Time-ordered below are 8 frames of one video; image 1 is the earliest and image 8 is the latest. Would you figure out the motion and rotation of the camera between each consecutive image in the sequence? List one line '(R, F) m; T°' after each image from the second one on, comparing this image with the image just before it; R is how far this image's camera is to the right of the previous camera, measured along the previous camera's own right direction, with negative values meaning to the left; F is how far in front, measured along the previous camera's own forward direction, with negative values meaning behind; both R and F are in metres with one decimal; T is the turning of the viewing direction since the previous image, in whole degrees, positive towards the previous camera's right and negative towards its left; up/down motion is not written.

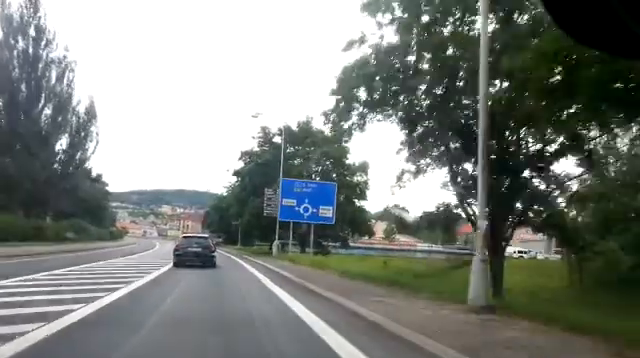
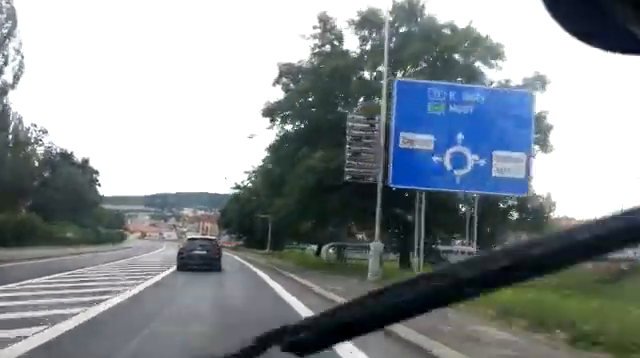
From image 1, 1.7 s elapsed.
(-0.6, +22.5) m; -3°
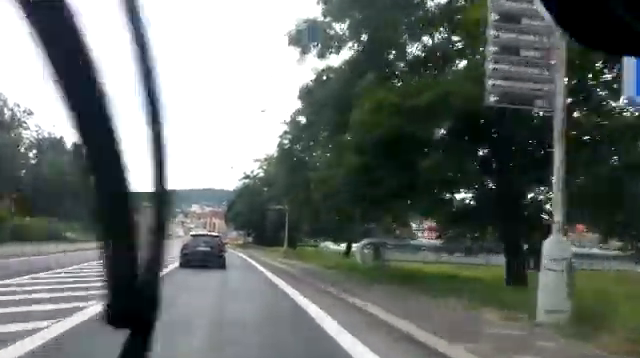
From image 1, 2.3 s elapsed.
(-0.1, +8.4) m; -1°
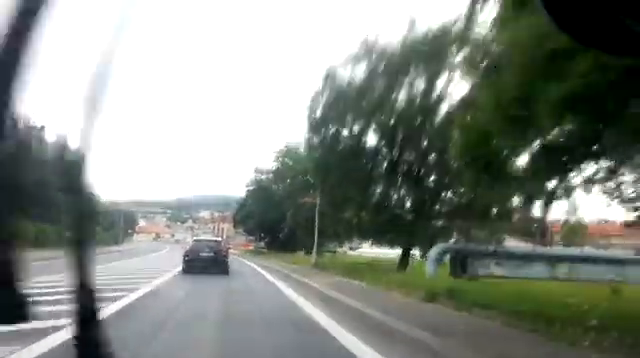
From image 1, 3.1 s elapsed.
(-0.1, +10.1) m; -1°
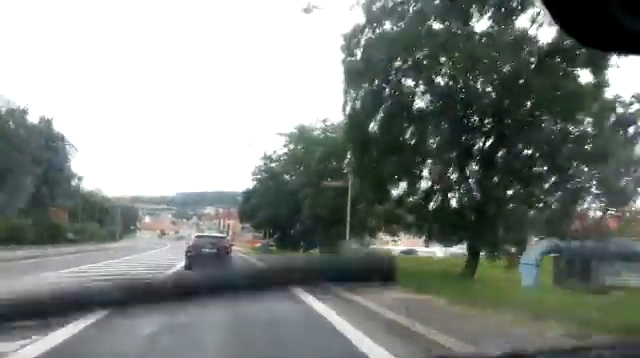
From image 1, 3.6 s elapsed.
(0.0, +6.6) m; -1°
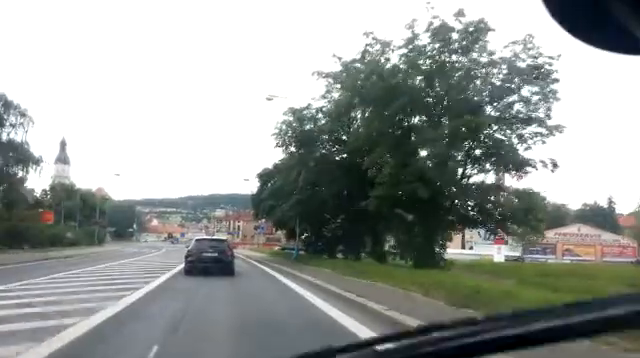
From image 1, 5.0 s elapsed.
(-0.4, +17.5) m; -2°
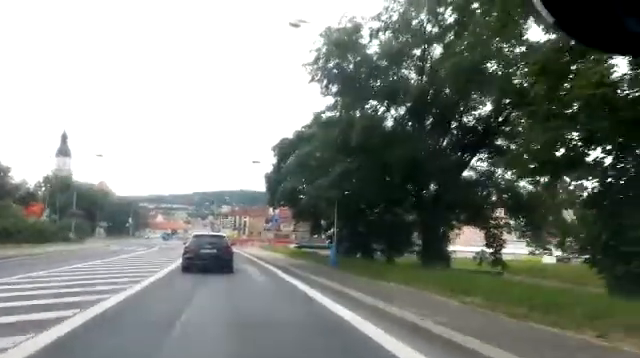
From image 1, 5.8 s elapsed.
(0.0, +10.8) m; 0°
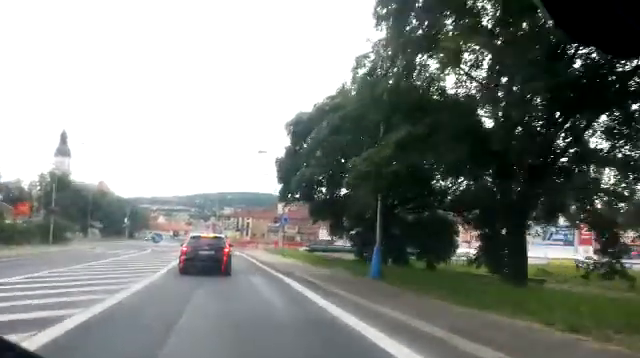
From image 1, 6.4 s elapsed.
(0.0, +6.6) m; 0°
